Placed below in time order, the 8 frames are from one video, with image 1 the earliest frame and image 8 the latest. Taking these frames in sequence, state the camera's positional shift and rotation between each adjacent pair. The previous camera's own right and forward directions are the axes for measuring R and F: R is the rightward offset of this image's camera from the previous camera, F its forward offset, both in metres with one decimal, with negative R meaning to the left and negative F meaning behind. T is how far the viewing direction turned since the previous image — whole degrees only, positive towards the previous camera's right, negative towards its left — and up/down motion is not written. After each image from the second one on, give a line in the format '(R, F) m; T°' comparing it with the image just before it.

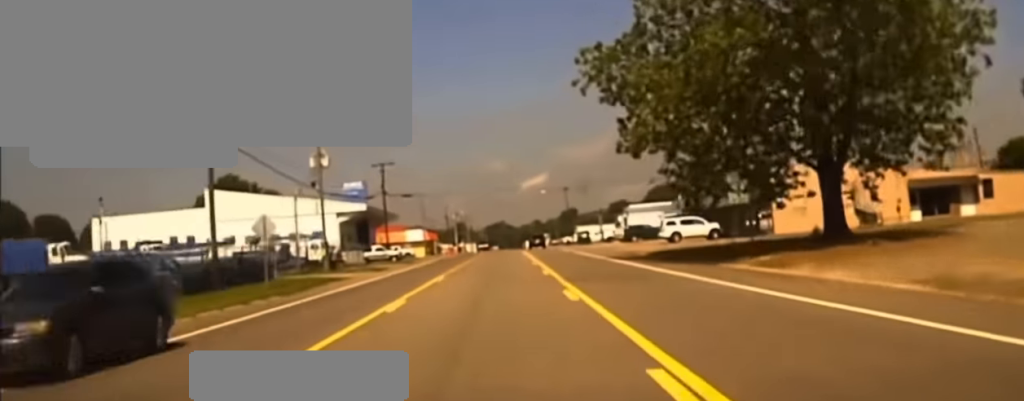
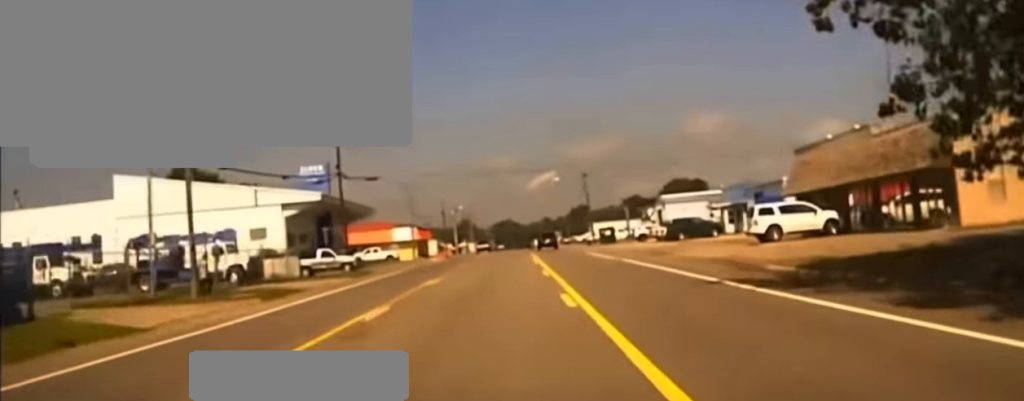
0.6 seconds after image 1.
(0.0, +20.2) m; 0°
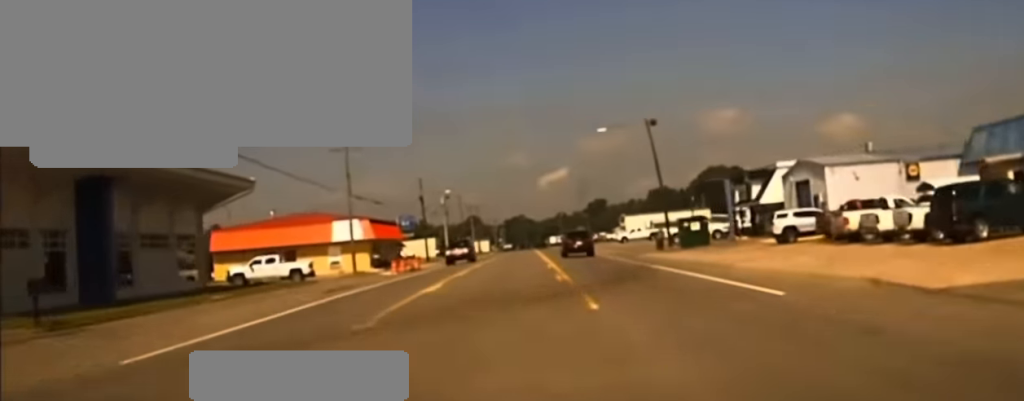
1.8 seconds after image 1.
(-0.4, +49.0) m; -1°
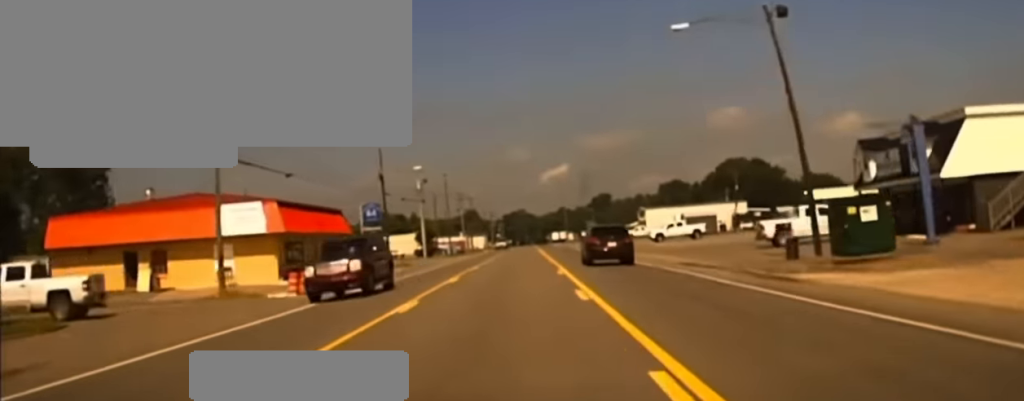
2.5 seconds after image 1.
(-0.3, +36.1) m; 0°
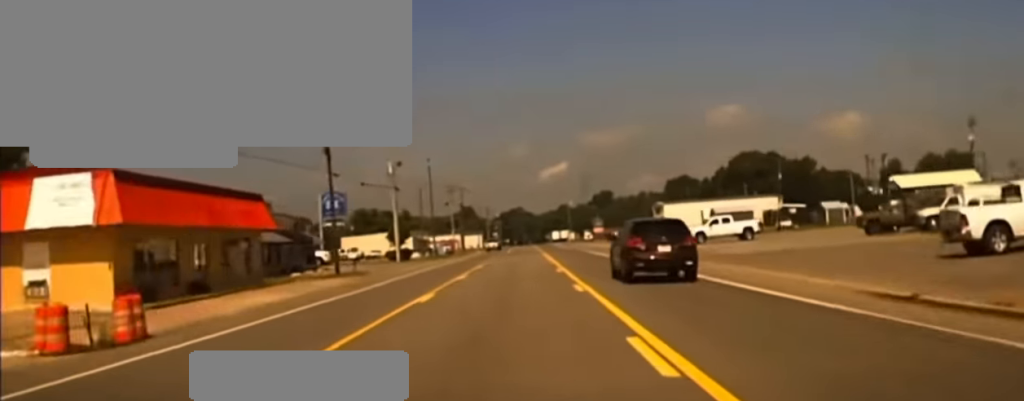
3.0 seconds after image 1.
(-0.1, +24.5) m; 0°
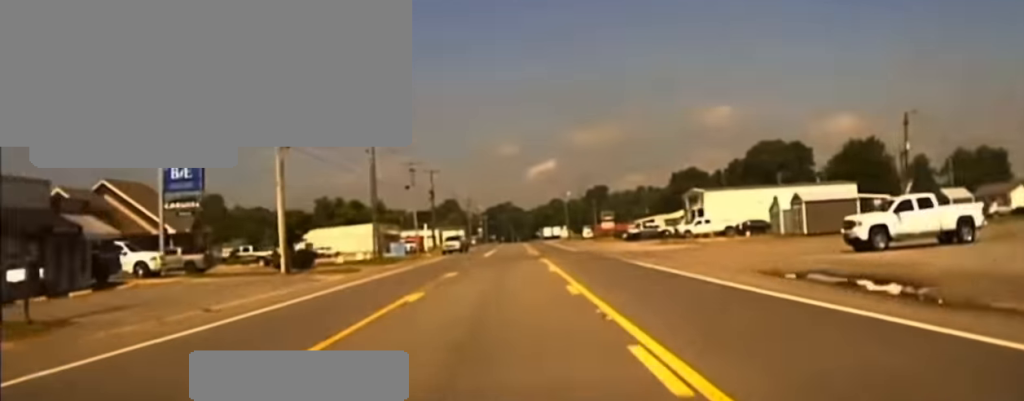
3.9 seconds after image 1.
(+0.5, +48.3) m; +1°
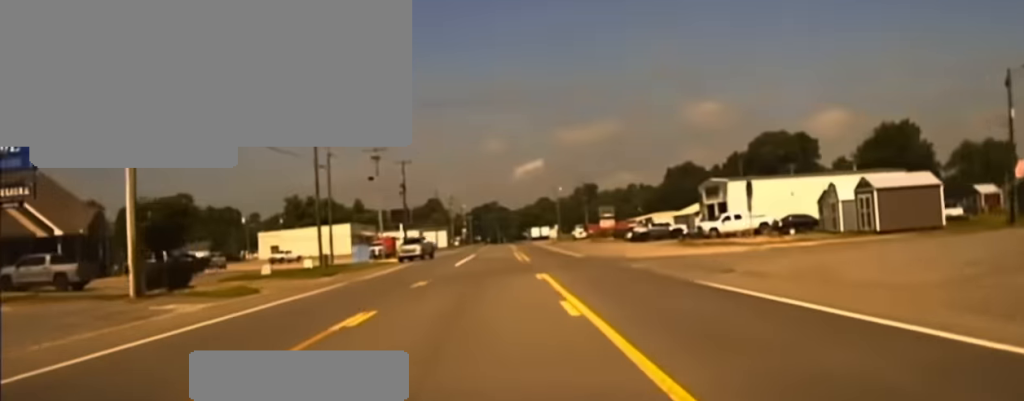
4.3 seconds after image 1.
(+0.1, +23.1) m; +1°
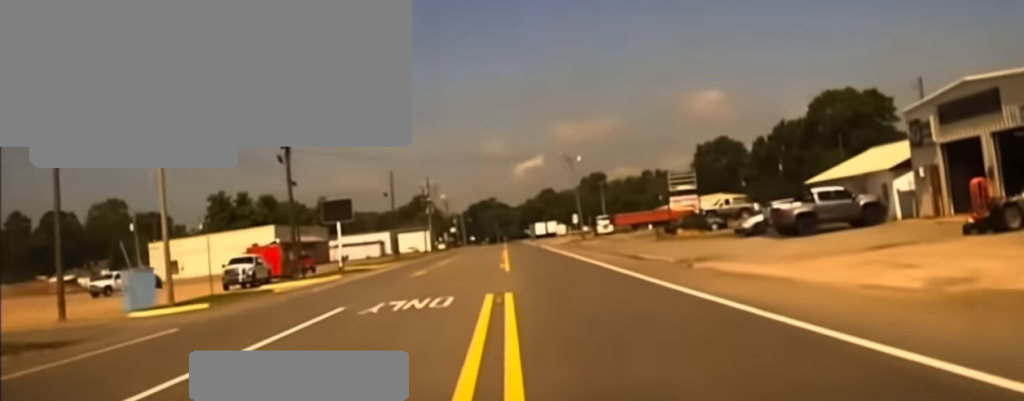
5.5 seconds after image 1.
(+0.4, +63.1) m; -1°
